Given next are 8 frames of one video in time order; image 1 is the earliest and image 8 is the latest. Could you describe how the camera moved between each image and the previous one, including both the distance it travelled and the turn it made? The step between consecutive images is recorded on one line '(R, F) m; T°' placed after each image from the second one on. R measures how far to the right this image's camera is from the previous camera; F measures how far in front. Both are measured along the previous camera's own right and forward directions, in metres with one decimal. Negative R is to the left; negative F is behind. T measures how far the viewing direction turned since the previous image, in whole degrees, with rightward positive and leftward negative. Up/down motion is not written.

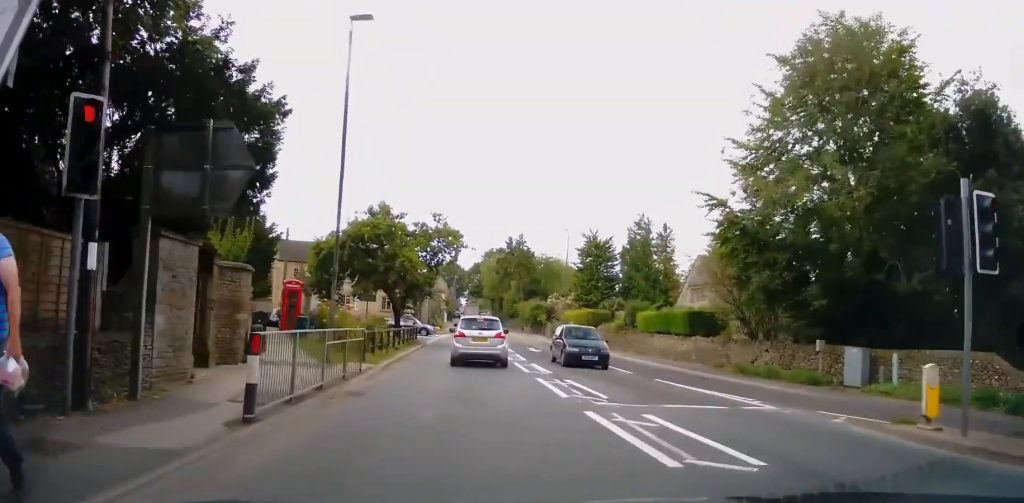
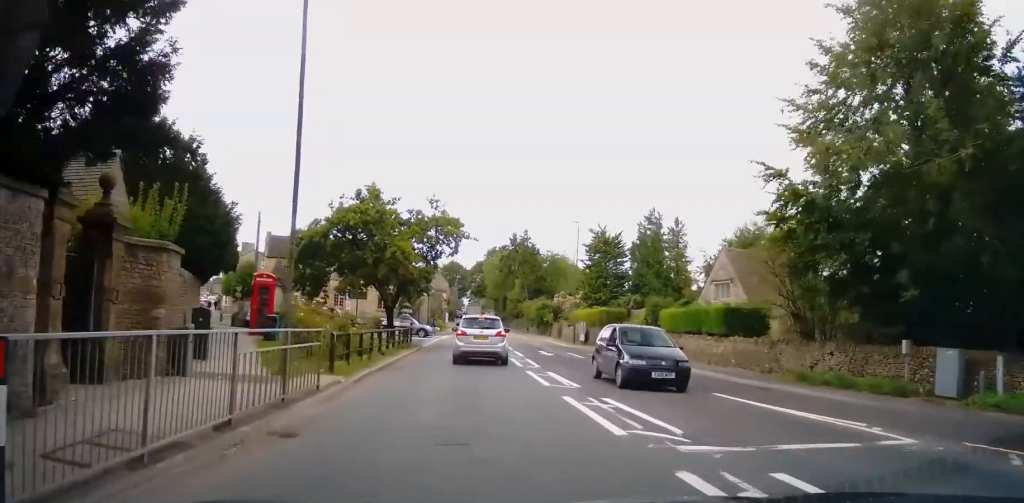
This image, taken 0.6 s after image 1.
(0.0, +4.3) m; 0°
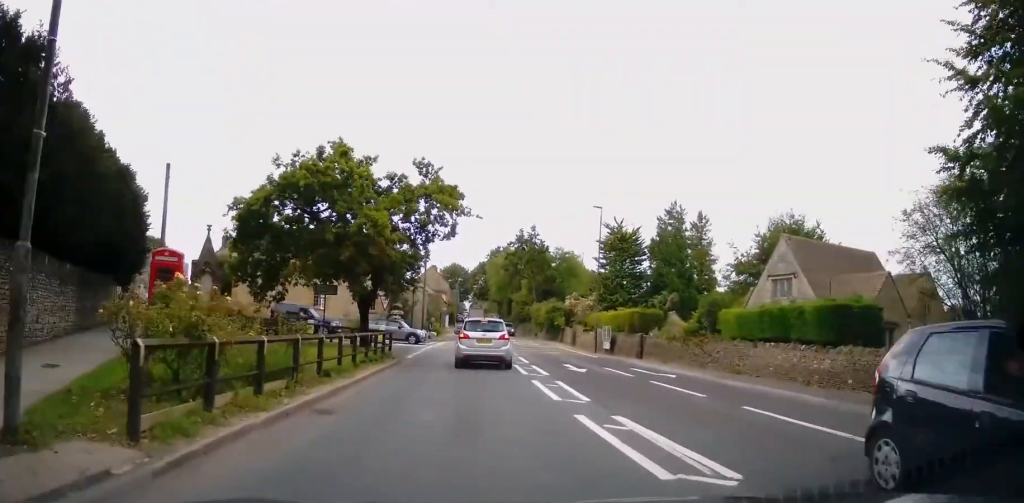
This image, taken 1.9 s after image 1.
(0.0, +8.4) m; +1°
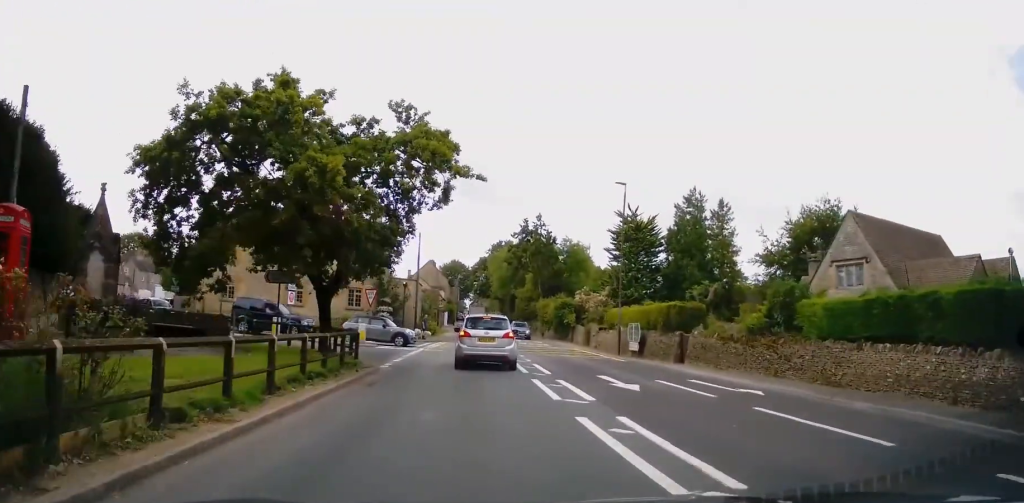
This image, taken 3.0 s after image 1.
(+0.1, +6.8) m; +1°
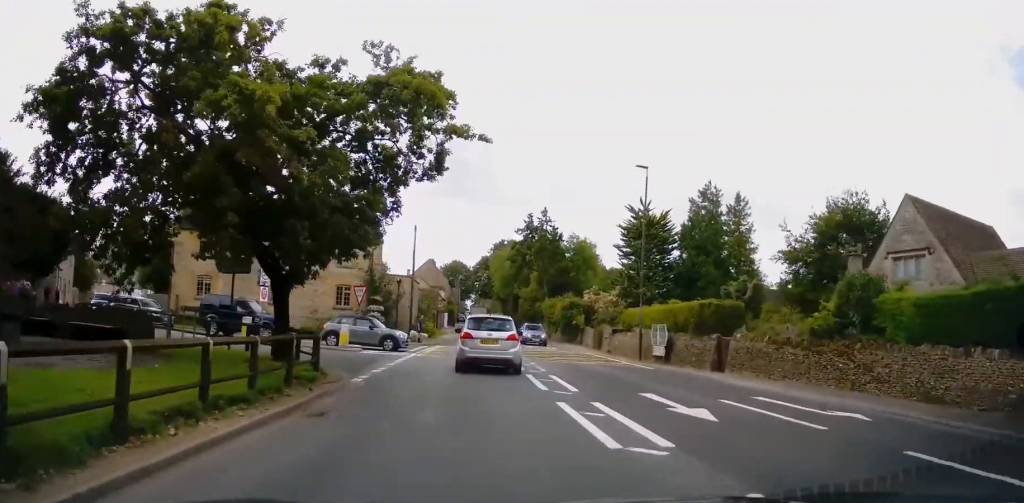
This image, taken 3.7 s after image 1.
(0.0, +4.3) m; -1°
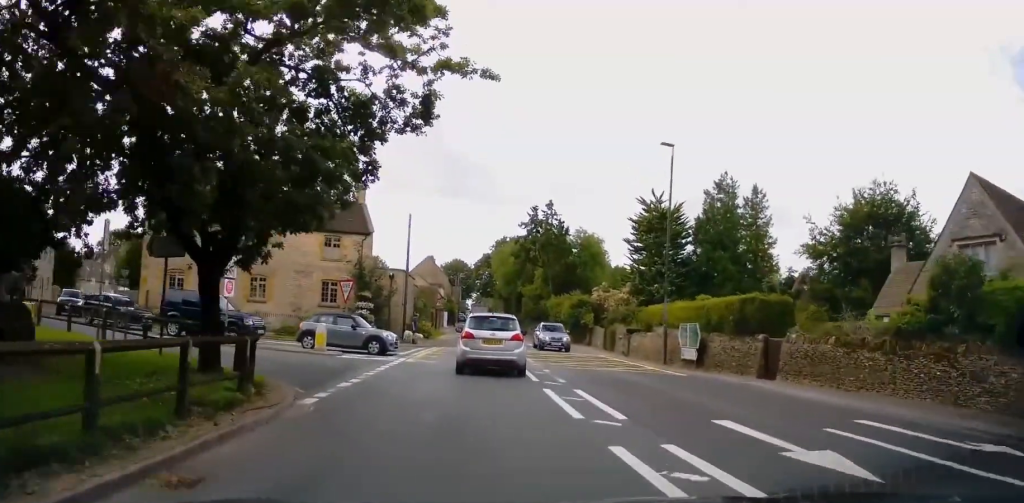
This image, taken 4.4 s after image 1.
(0.0, +4.1) m; -1°
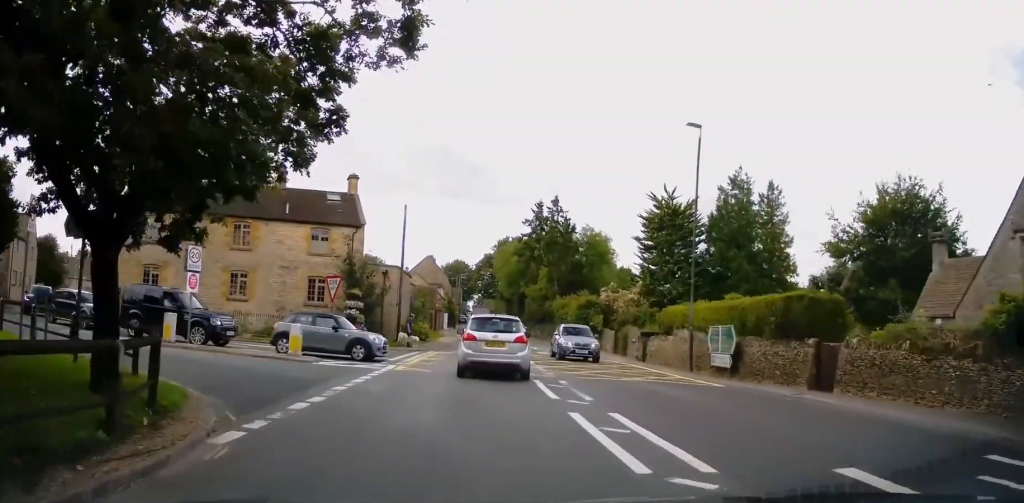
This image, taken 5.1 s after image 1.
(0.0, +3.4) m; -1°
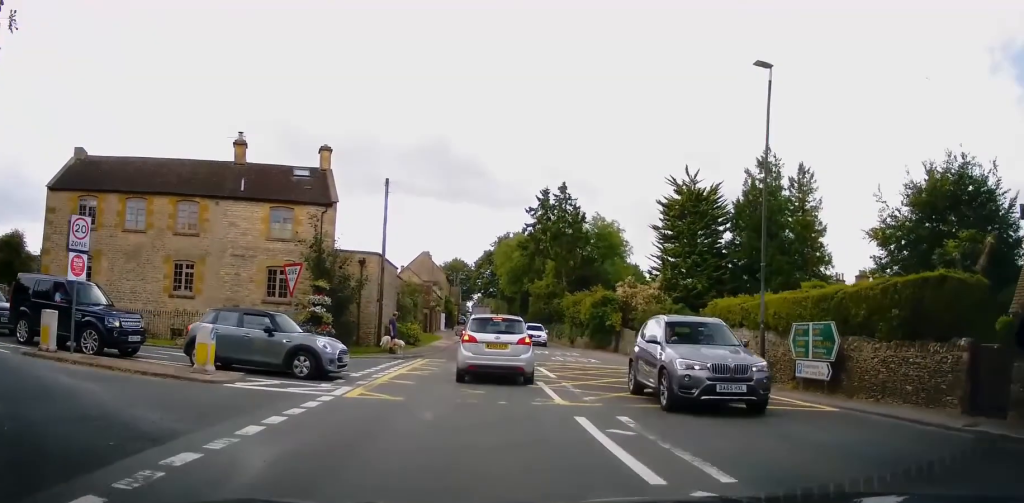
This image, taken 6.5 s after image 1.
(+0.1, +5.6) m; +4°
